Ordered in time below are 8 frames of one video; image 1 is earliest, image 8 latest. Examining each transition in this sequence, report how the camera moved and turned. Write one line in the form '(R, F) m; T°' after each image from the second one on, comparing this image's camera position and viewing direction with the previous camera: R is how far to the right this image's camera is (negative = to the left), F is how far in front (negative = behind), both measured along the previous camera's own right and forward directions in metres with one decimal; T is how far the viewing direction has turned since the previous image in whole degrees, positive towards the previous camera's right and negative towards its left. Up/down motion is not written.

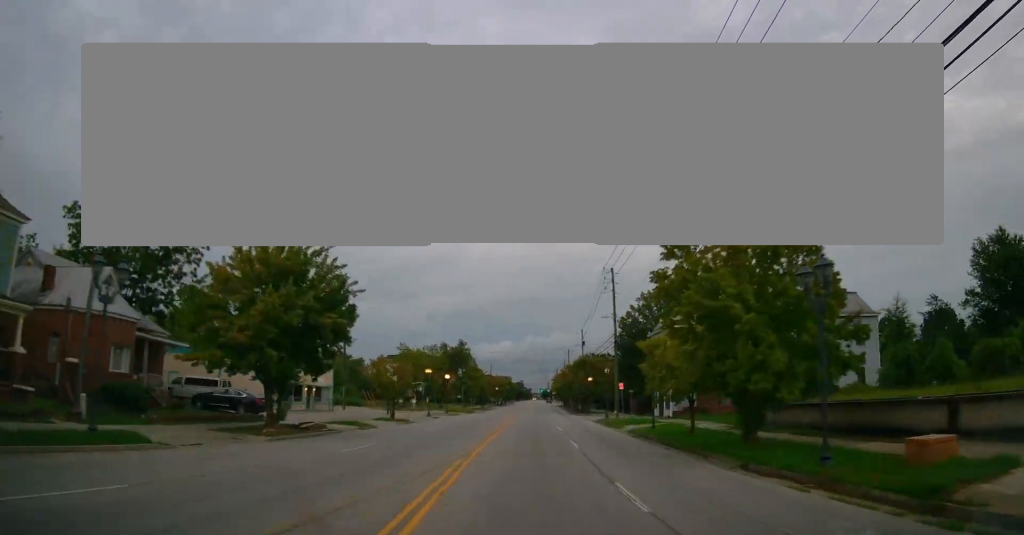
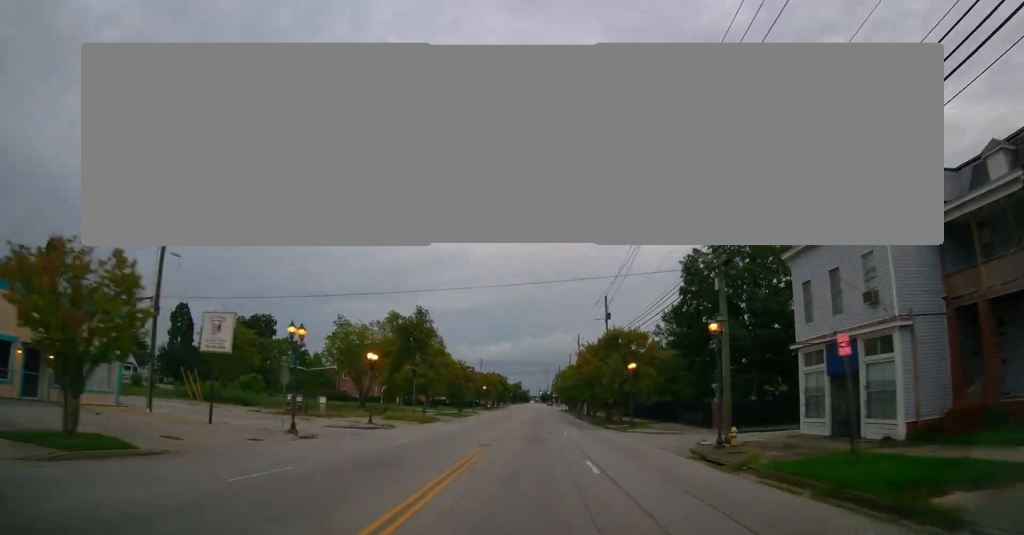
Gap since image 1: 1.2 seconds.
(-0.3, +32.1) m; -1°
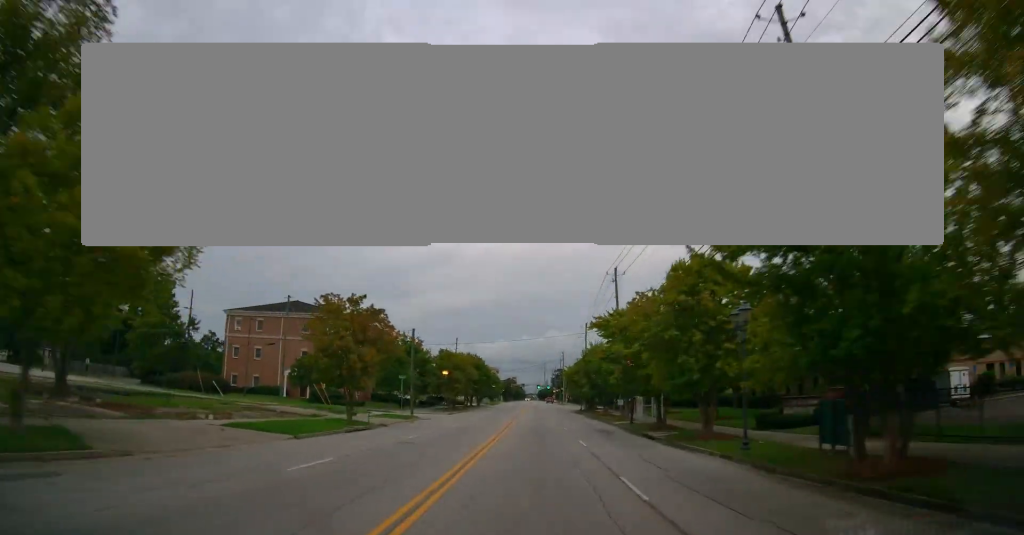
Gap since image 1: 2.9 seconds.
(-0.1, +47.6) m; 0°
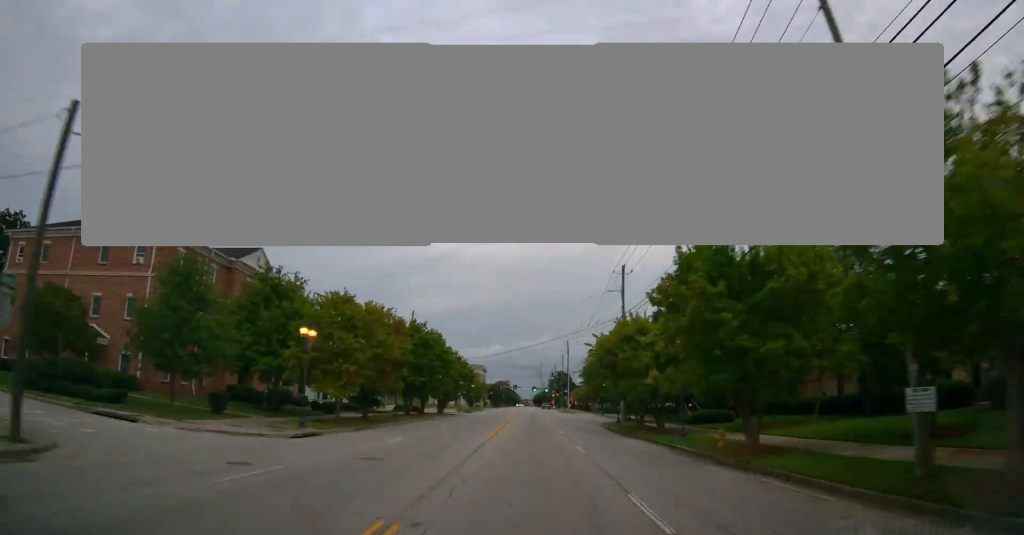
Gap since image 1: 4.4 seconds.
(-0.1, +39.9) m; 0°
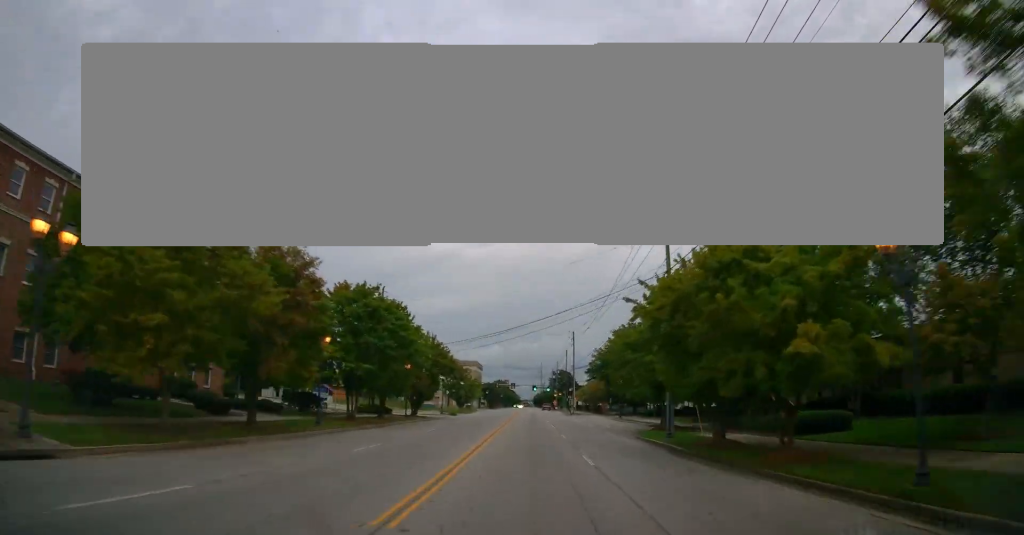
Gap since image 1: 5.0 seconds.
(+0.1, +16.2) m; 0°
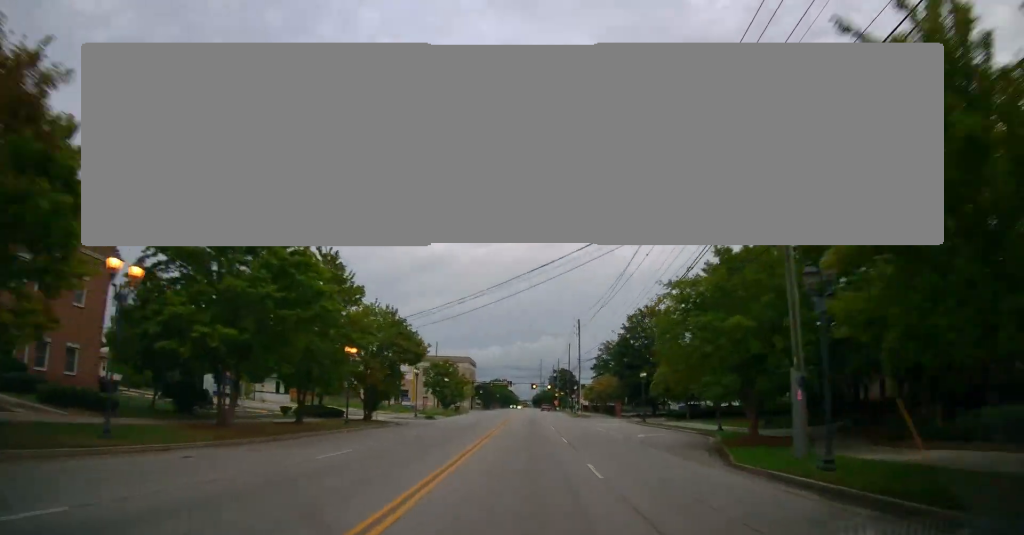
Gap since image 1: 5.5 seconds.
(0.0, +15.2) m; 0°
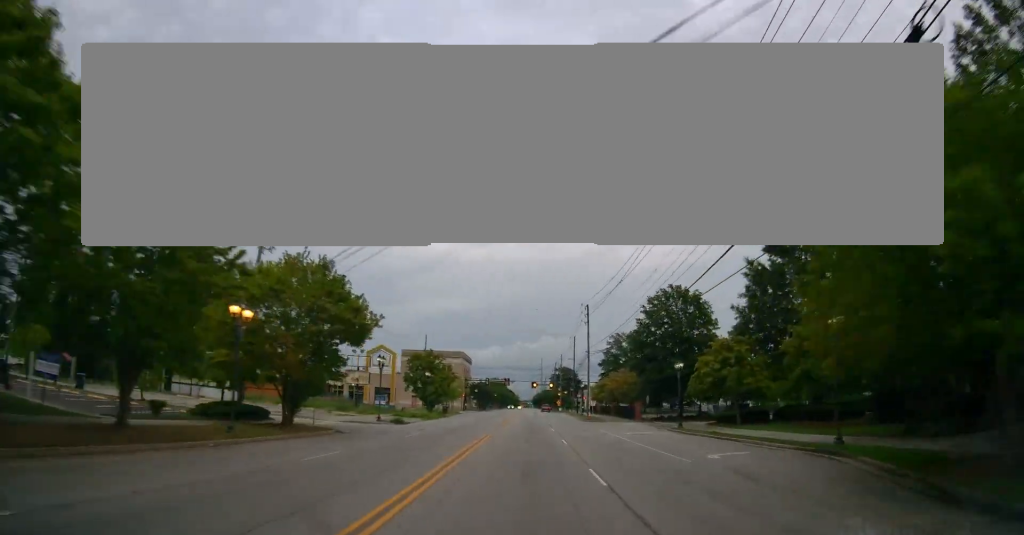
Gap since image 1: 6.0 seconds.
(0.0, +13.3) m; 0°
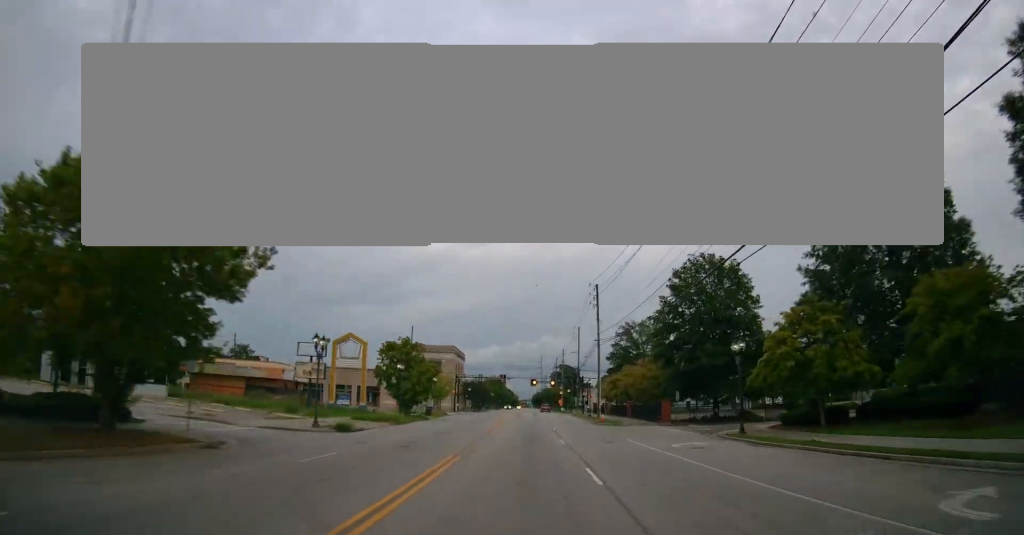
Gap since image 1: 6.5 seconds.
(+0.1, +12.3) m; 0°
